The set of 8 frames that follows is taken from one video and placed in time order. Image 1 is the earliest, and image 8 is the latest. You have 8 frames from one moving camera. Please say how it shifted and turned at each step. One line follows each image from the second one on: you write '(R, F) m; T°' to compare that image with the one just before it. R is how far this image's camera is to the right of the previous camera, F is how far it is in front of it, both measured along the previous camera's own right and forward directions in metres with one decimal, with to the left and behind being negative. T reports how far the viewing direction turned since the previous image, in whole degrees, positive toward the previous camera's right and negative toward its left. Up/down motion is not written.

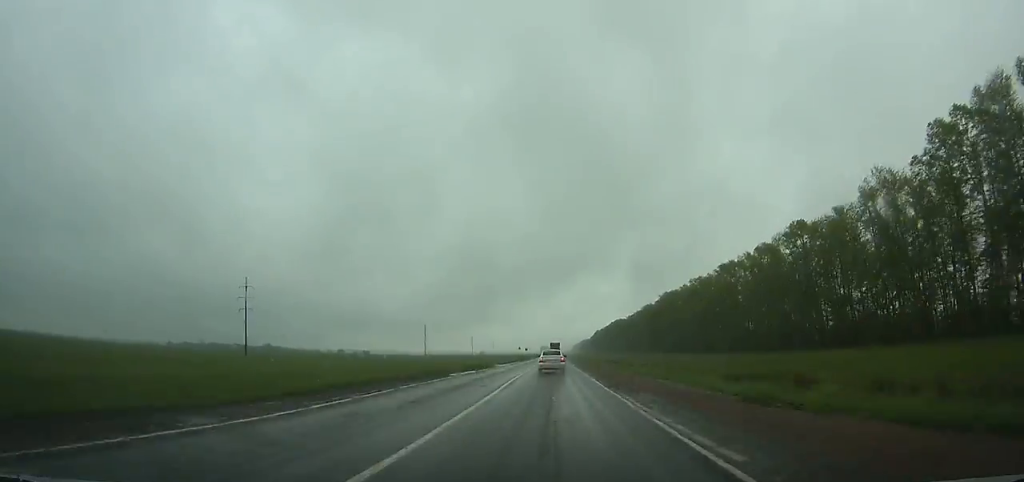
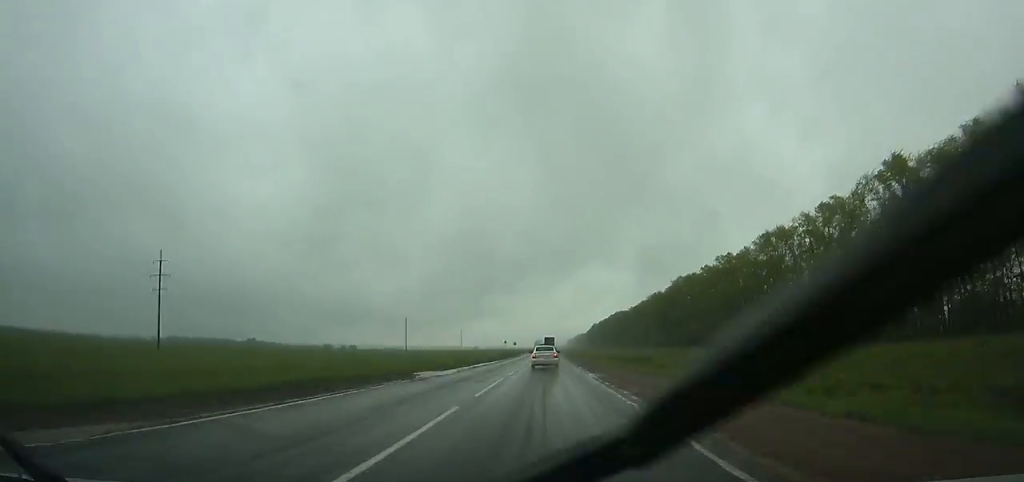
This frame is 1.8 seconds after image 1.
(0.0, +36.0) m; 0°
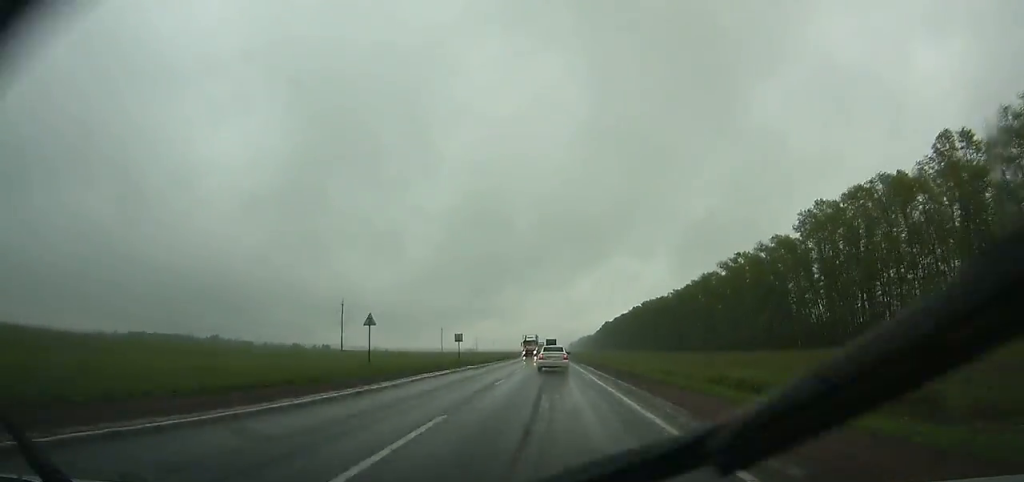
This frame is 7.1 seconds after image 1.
(+0.1, +107.4) m; 0°
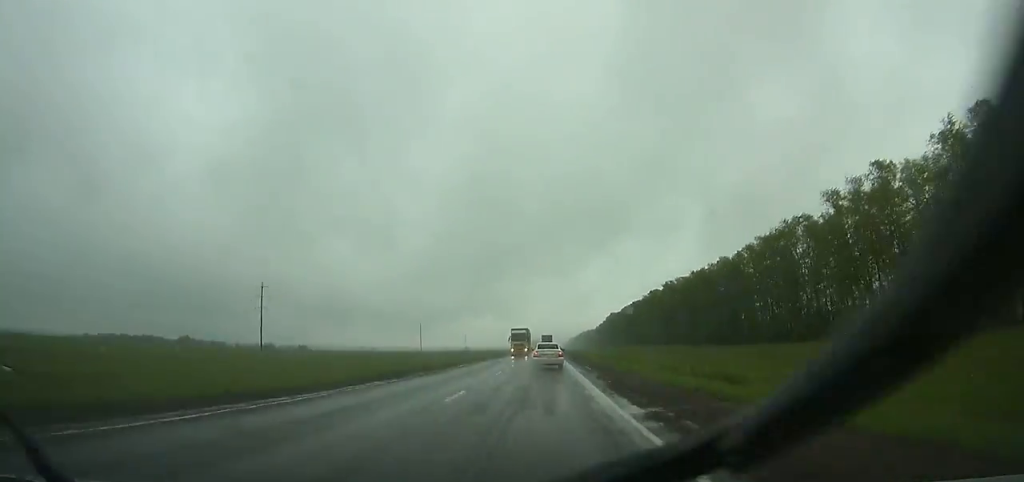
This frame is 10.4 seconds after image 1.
(+0.4, +66.1) m; 0°
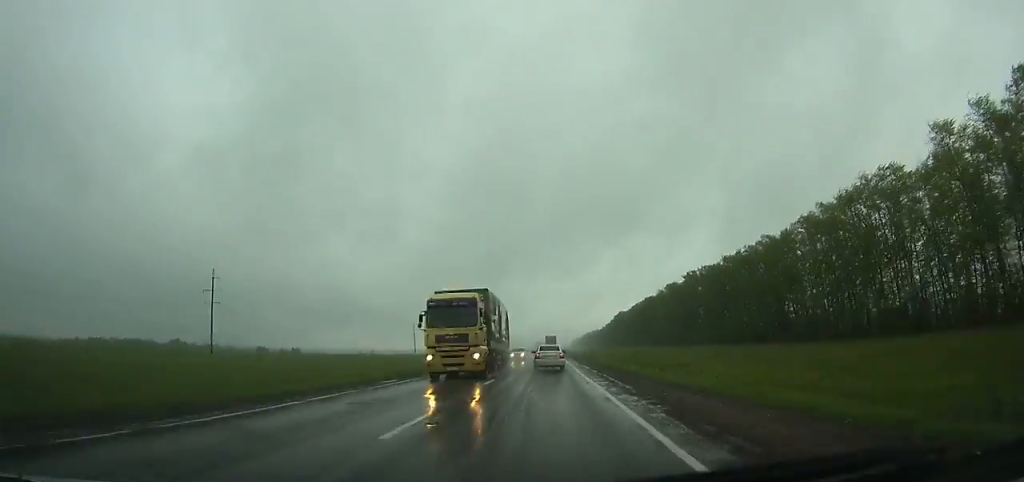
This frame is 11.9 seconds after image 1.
(0.0, +29.6) m; 0°
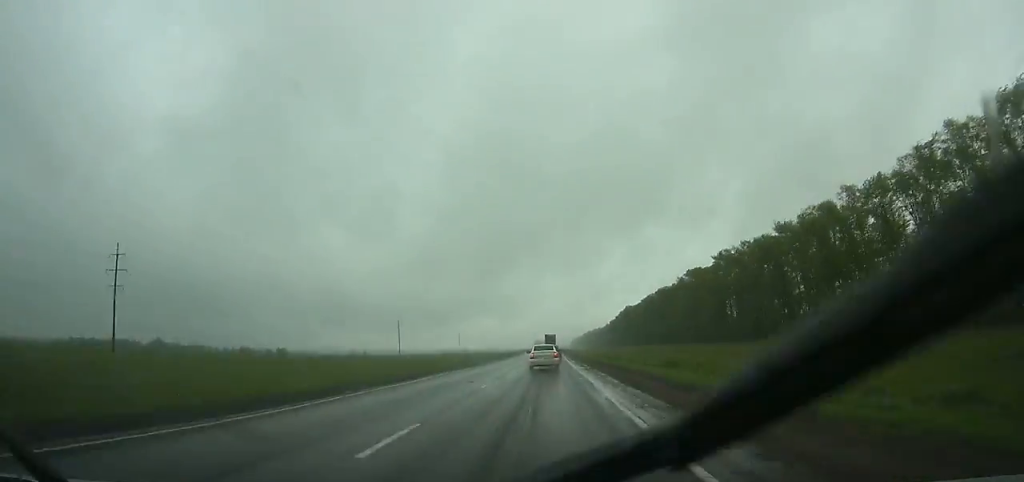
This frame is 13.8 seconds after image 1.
(0.0, +37.3) m; 0°
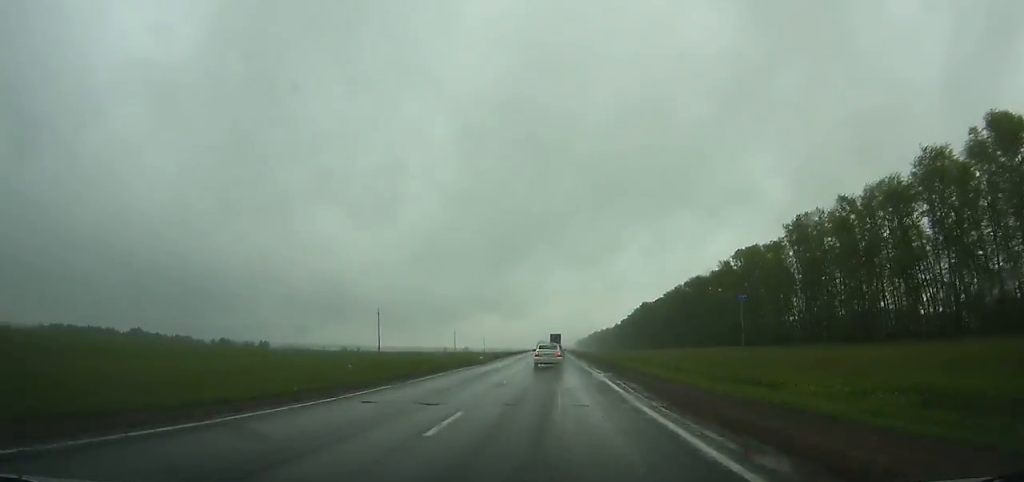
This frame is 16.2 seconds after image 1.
(-0.4, +46.7) m; 0°
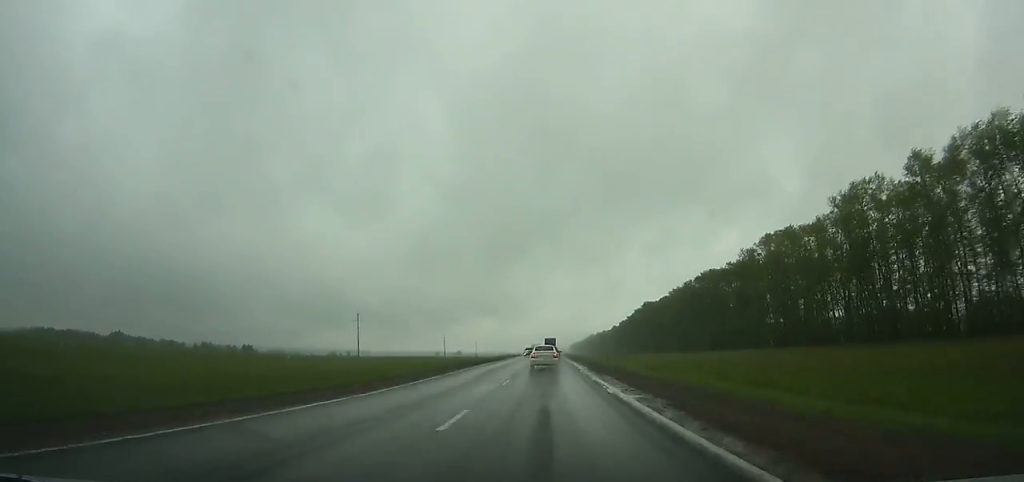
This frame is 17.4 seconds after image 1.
(+0.1, +23.3) m; 0°
